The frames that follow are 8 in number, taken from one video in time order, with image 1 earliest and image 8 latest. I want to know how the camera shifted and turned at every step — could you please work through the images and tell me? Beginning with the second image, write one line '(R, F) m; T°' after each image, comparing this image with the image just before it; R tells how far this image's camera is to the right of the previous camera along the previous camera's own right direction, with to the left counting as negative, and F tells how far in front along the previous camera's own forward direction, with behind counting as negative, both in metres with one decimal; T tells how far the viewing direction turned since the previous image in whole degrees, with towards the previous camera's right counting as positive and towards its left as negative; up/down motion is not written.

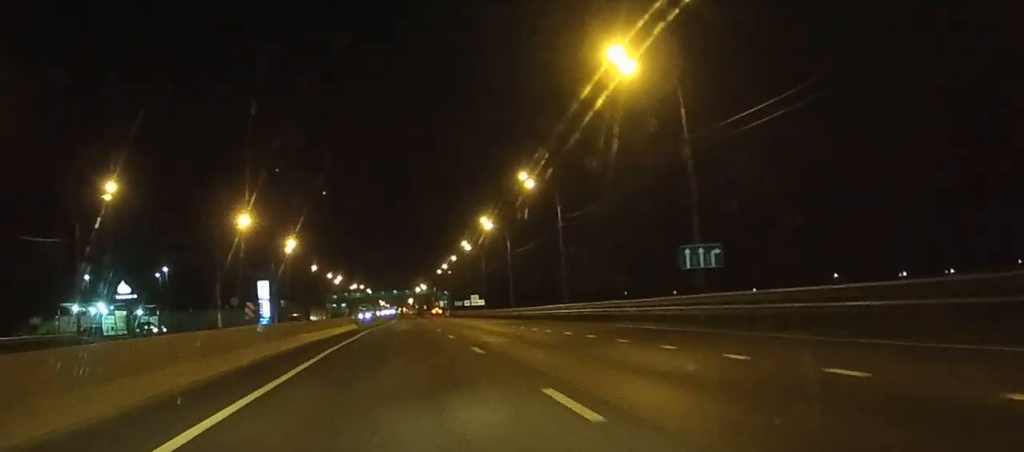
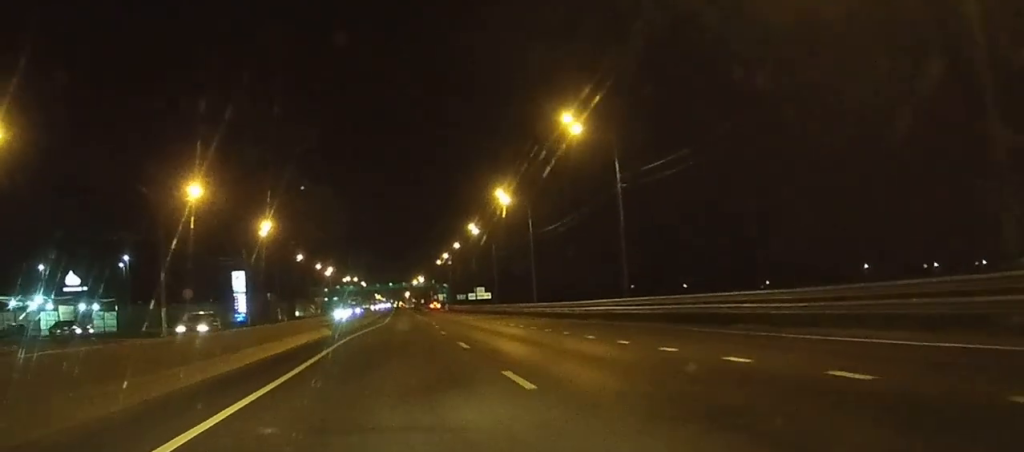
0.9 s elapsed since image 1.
(0.0, +20.0) m; 0°
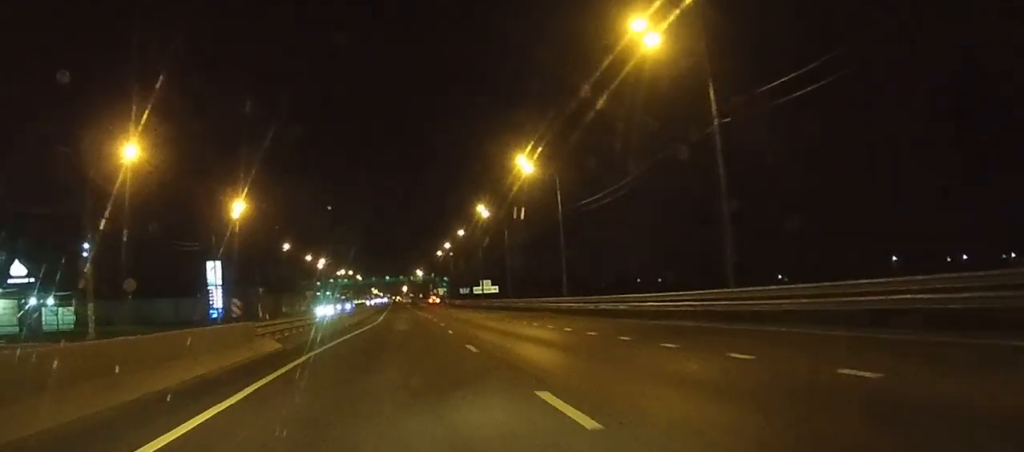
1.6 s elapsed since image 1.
(0.0, +16.0) m; 0°
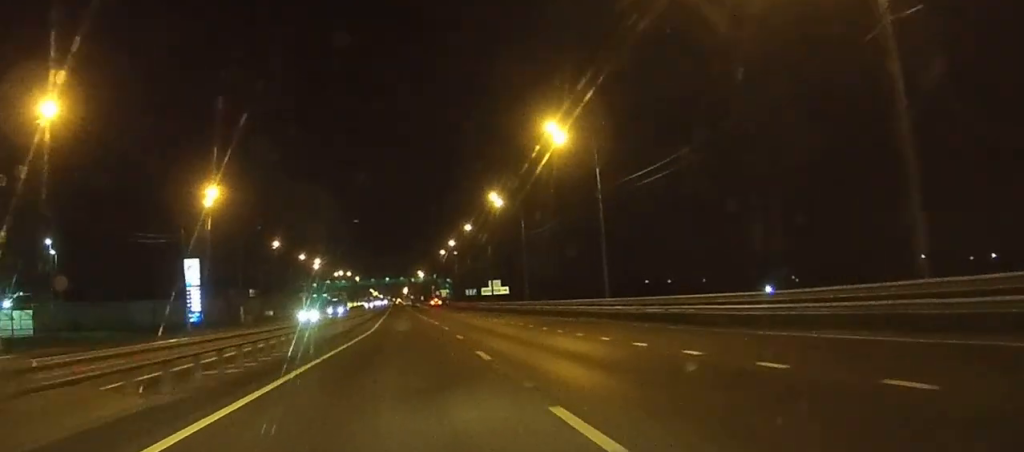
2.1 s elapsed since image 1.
(0.0, +12.9) m; 0°
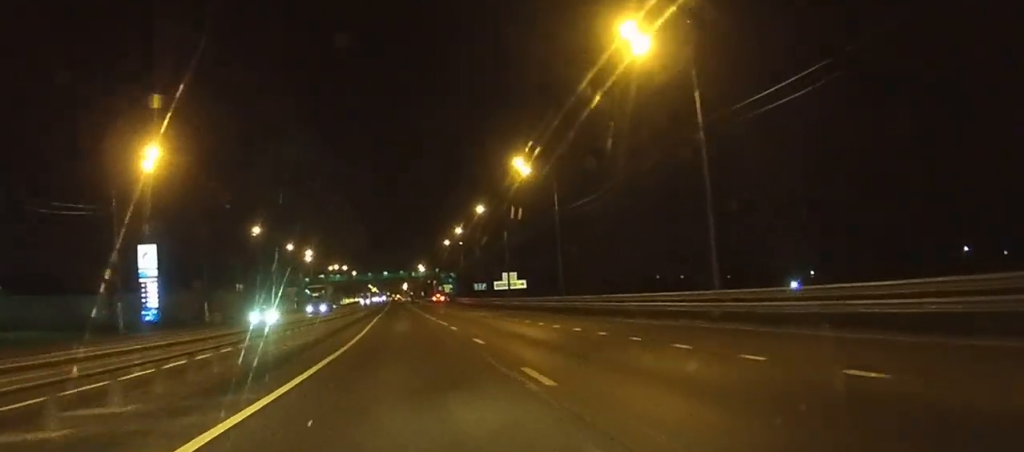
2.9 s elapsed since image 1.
(0.0, +18.2) m; 0°
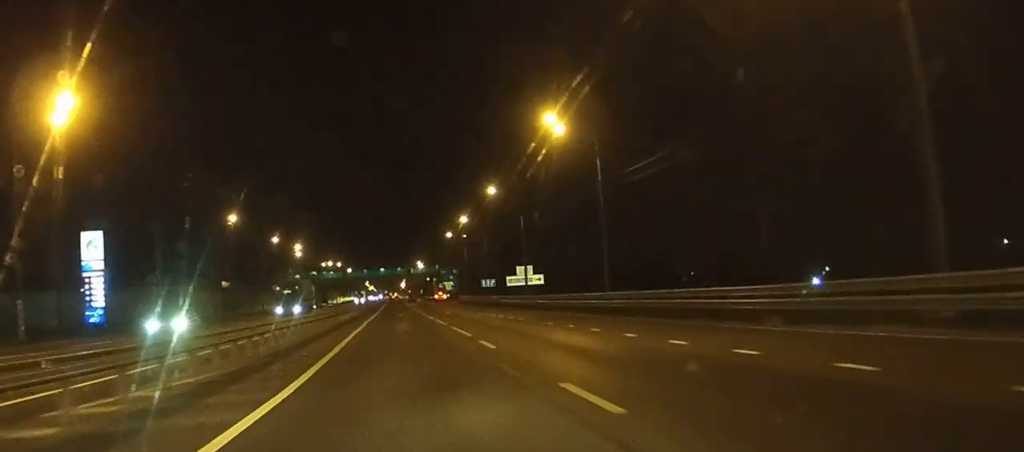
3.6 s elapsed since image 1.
(0.0, +15.1) m; 0°
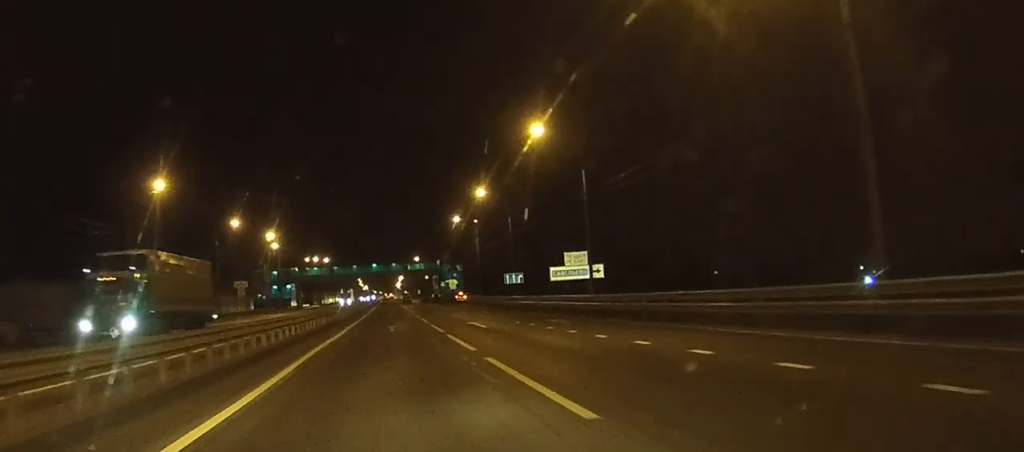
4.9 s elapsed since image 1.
(0.0, +29.7) m; 0°
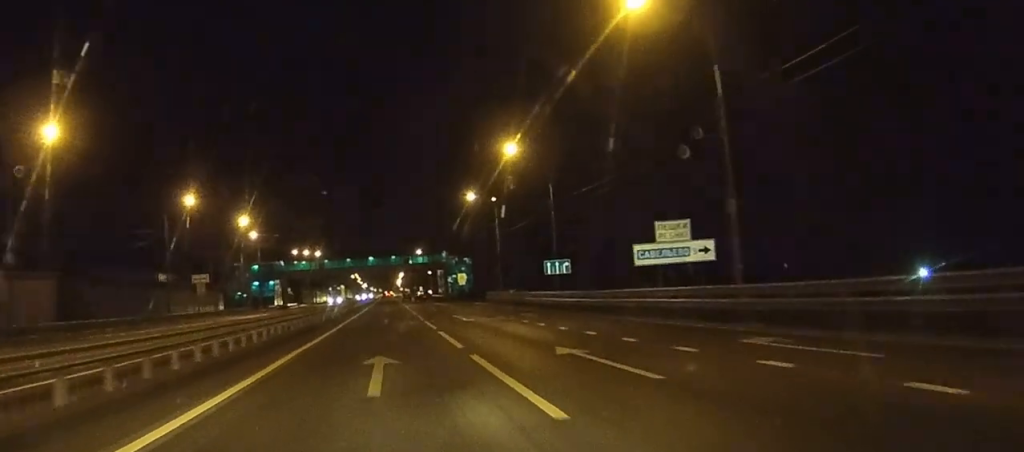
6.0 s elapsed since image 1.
(+0.2, +23.4) m; +1°
